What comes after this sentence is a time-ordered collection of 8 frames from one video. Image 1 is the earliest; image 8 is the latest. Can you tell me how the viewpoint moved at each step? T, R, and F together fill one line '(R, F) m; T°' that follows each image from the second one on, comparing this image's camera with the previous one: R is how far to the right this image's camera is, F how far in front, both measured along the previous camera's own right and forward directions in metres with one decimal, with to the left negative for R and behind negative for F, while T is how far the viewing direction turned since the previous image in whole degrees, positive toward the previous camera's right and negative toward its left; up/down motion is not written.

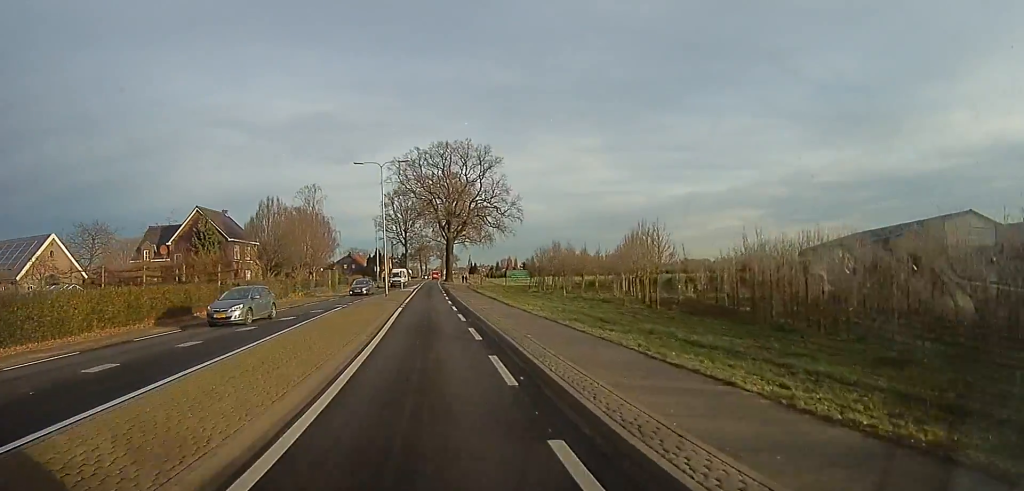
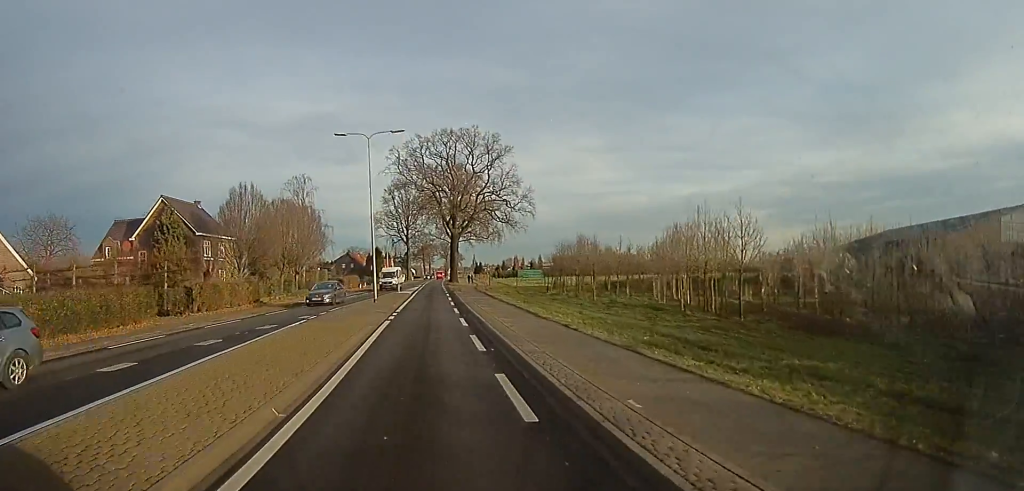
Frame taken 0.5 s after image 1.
(-0.5, +8.3) m; -3°
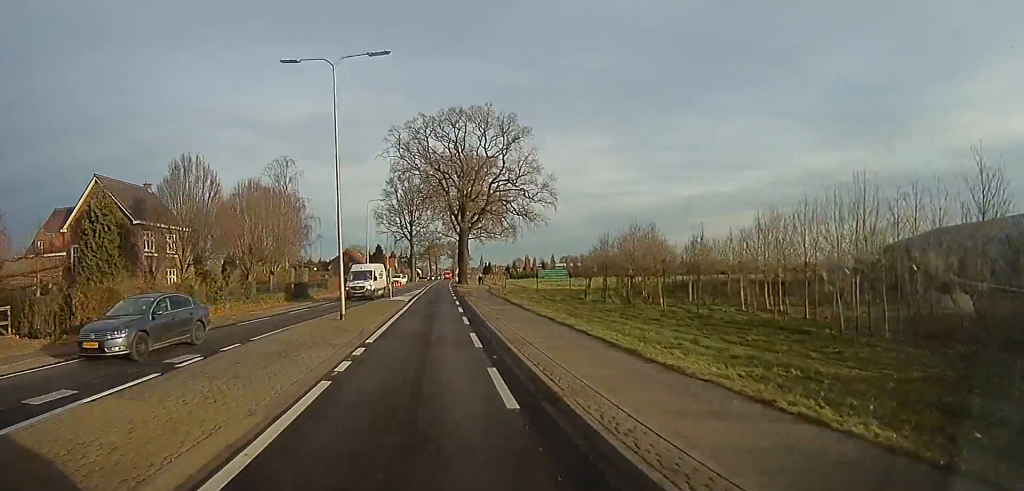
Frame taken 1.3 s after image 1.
(-0.1, +11.4) m; +1°
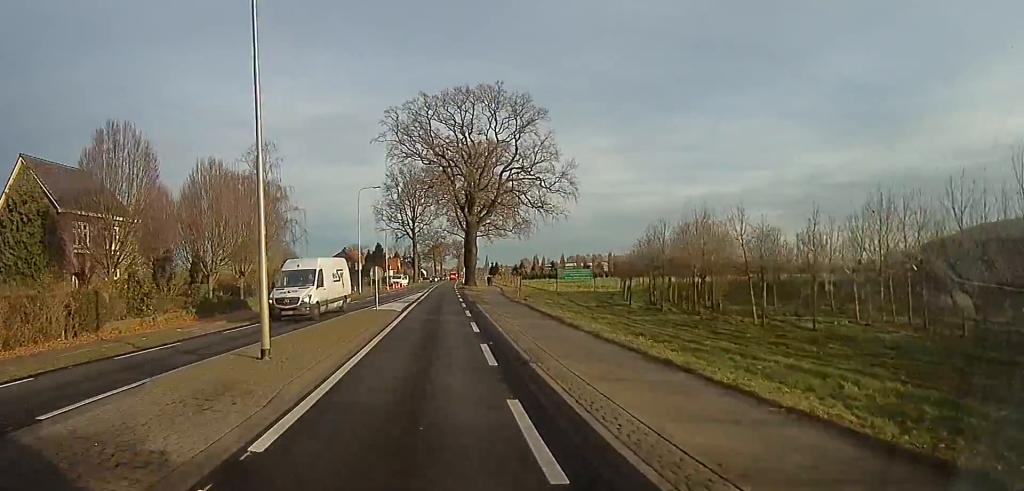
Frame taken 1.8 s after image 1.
(0.0, +8.6) m; +1°
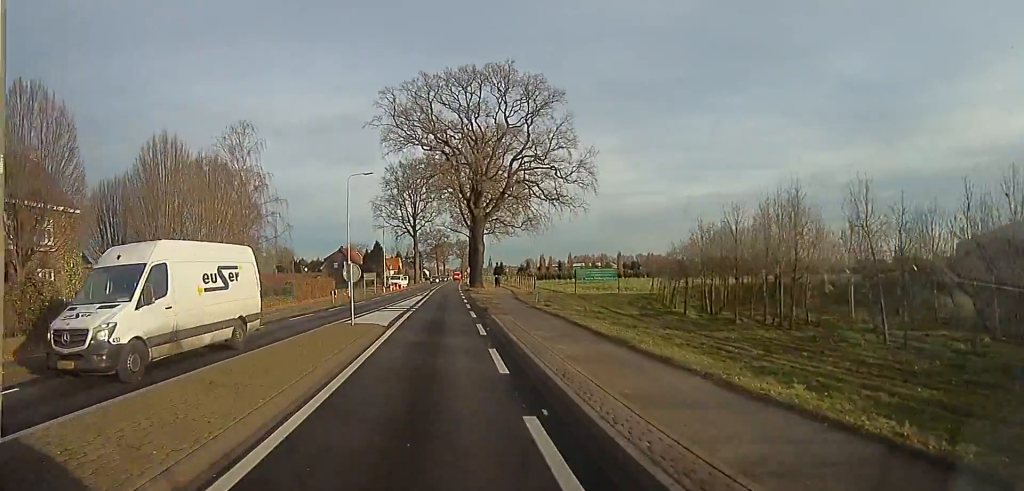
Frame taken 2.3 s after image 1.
(+0.3, +6.8) m; +1°
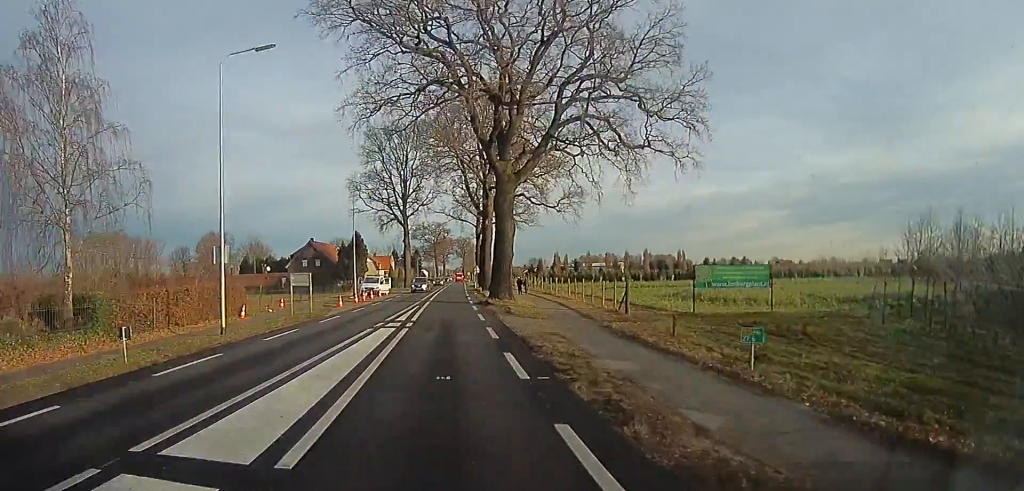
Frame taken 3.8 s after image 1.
(+0.5, +24.0) m; +1°
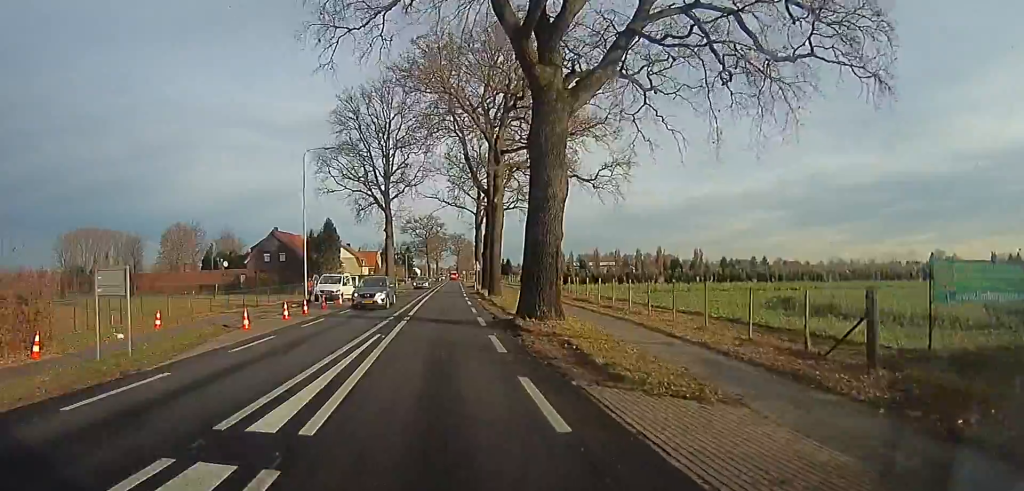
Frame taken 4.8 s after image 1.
(0.0, +15.3) m; 0°
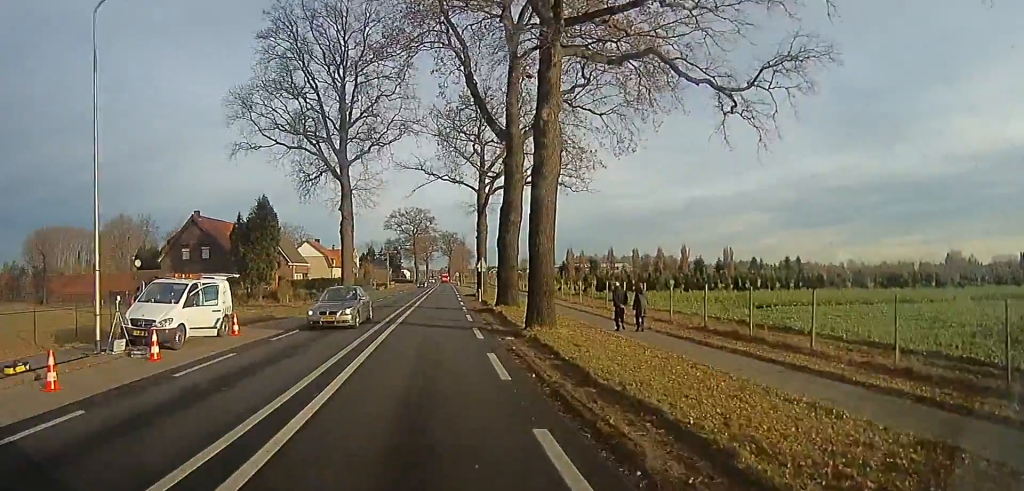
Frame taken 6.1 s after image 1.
(-0.1, +20.7) m; -1°
